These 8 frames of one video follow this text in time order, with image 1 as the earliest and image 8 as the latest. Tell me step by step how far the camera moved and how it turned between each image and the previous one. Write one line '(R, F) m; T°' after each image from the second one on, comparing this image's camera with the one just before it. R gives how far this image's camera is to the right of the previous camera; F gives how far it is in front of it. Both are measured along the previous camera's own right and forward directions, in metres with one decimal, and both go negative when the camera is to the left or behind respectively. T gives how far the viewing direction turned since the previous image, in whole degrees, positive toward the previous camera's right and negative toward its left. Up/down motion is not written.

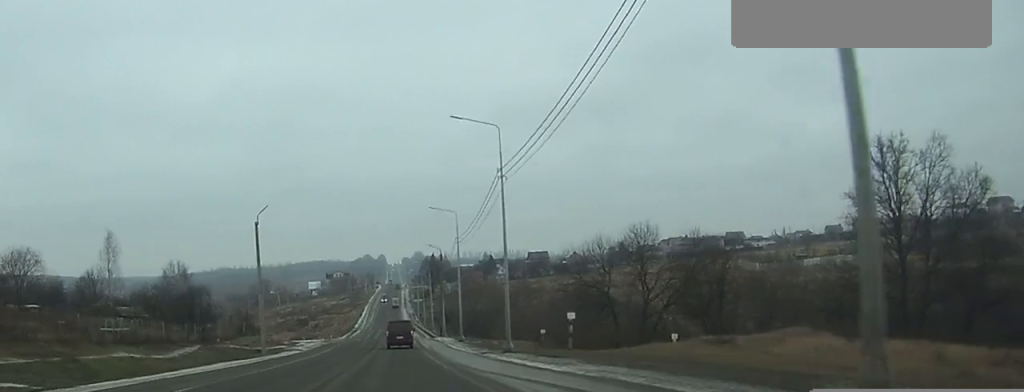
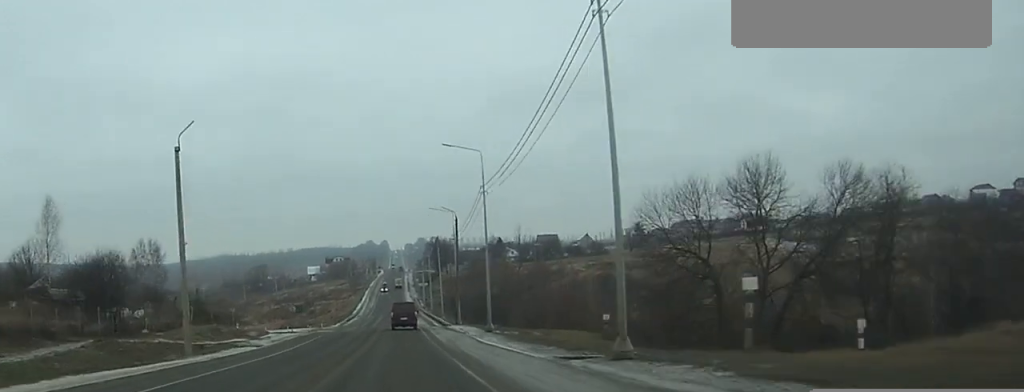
(+0.1, +23.0) m; 0°
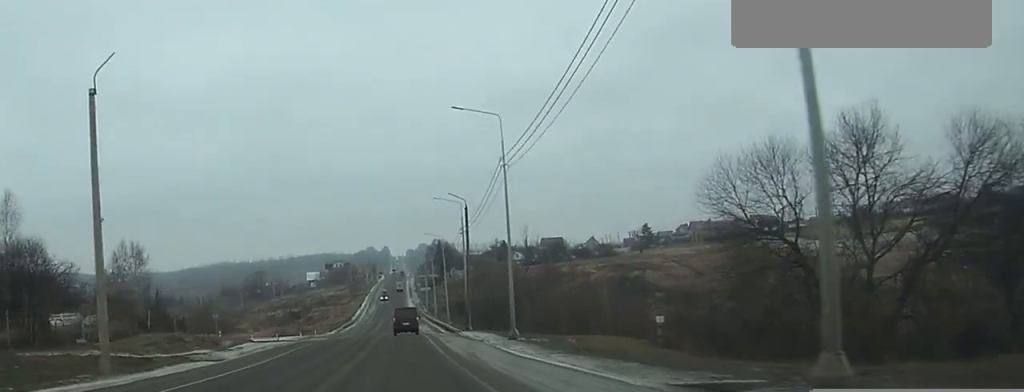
(0.0, +11.3) m; 0°
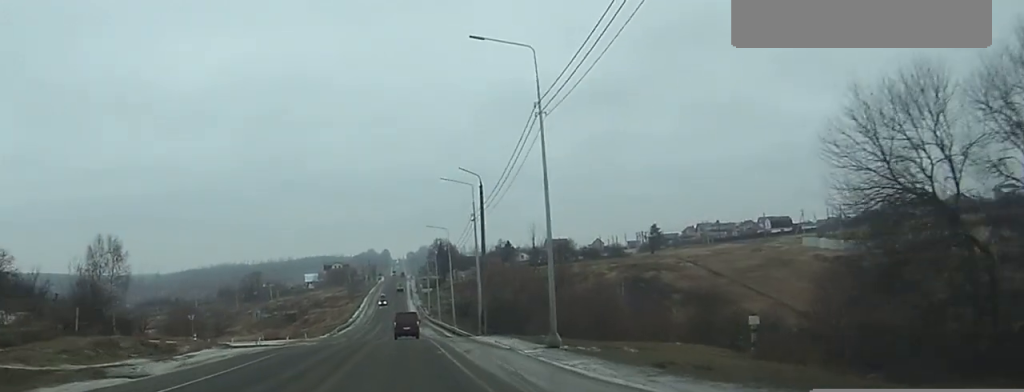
(0.0, +12.0) m; 0°
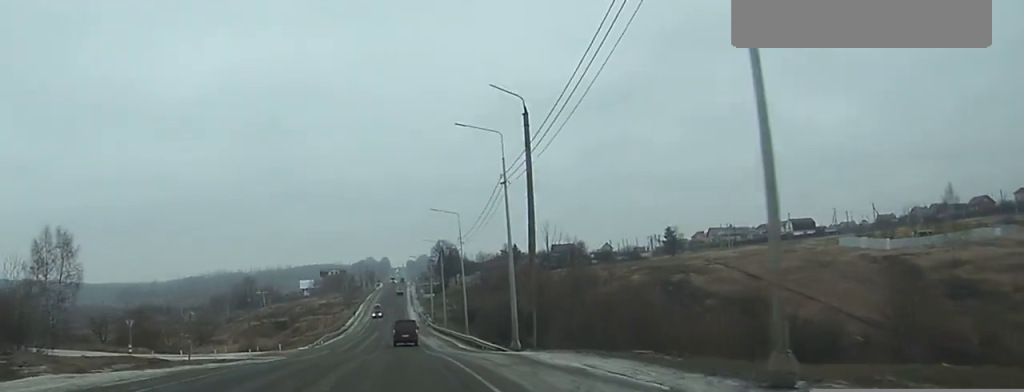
(0.0, +21.0) m; 0°
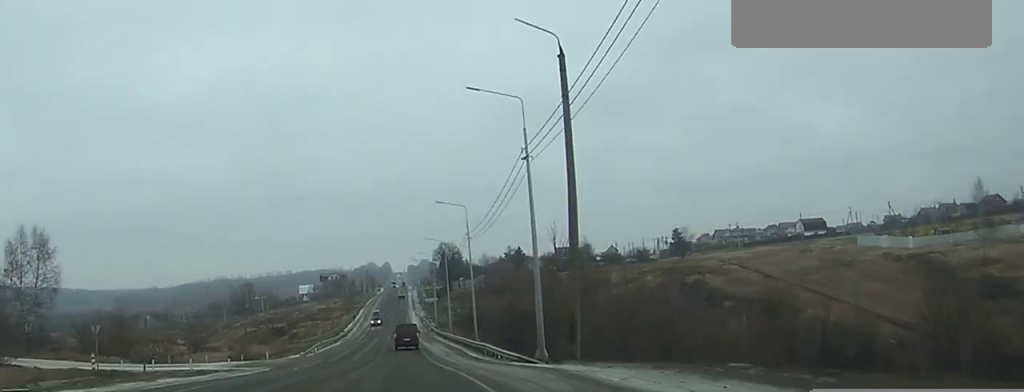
(0.0, +8.3) m; 0°
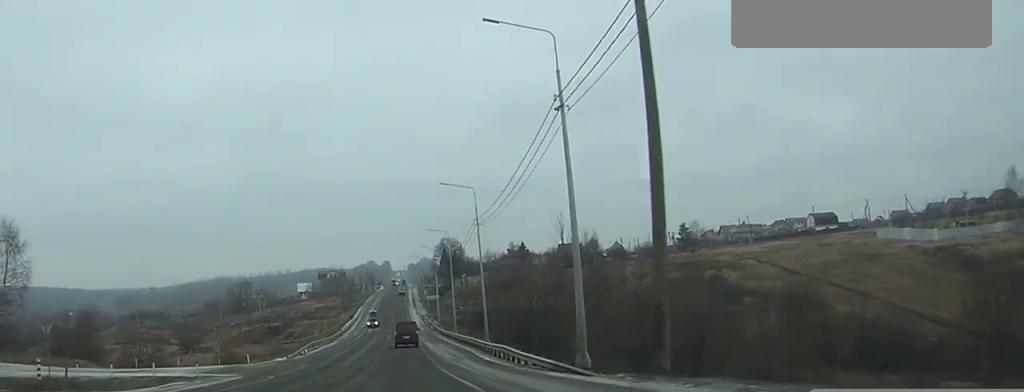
(0.0, +9.0) m; 0°
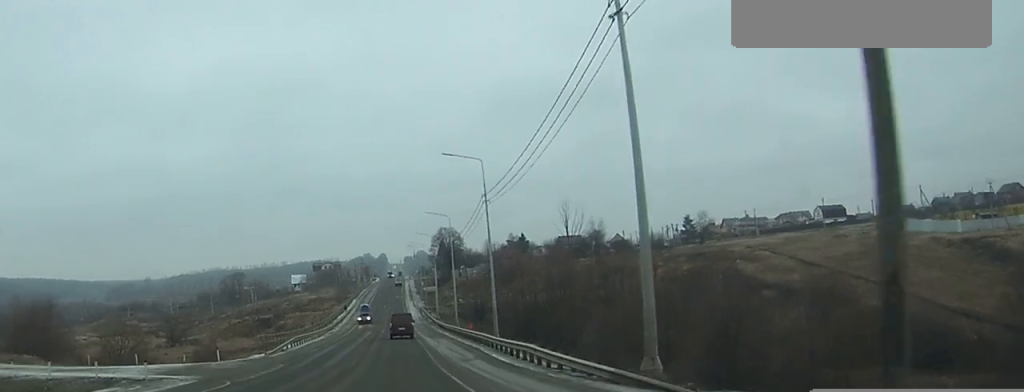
(0.0, +9.0) m; 0°
